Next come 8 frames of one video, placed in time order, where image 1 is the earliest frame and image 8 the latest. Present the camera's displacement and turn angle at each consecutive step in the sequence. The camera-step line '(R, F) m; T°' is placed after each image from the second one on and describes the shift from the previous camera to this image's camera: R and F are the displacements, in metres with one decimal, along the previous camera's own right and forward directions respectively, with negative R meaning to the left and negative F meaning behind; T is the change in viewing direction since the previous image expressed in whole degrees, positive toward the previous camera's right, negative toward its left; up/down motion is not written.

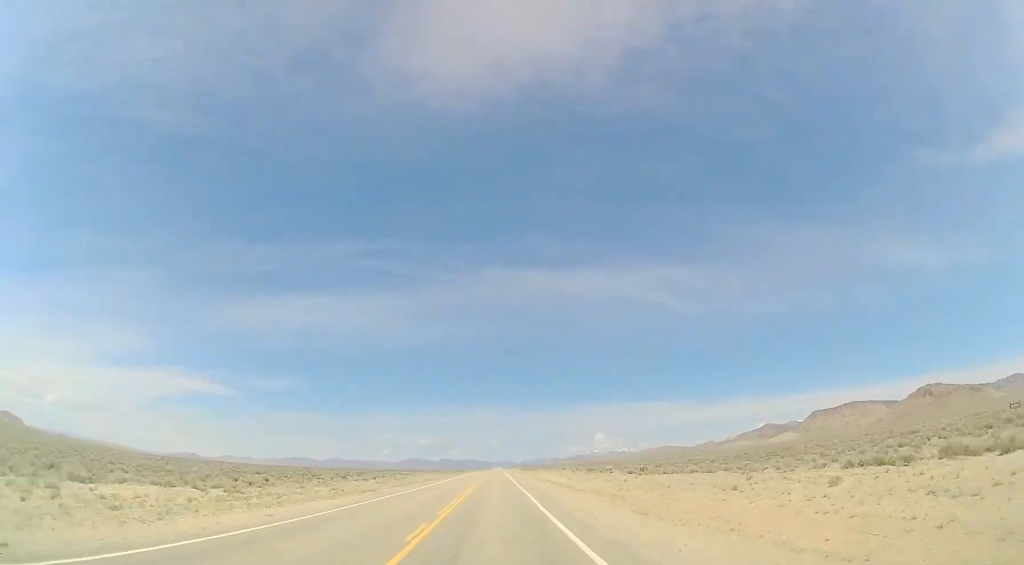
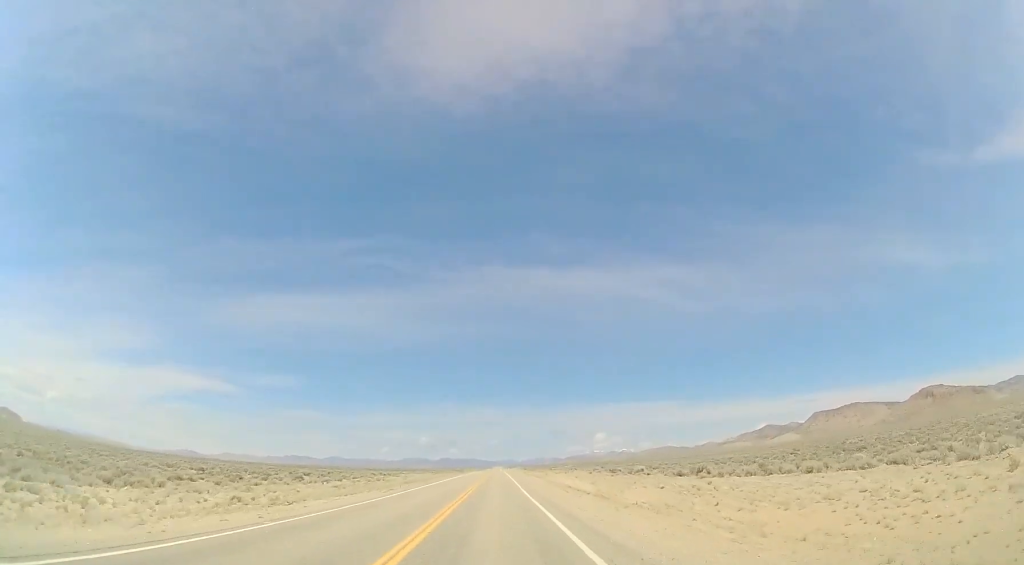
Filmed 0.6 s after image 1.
(+0.1, +17.7) m; 0°
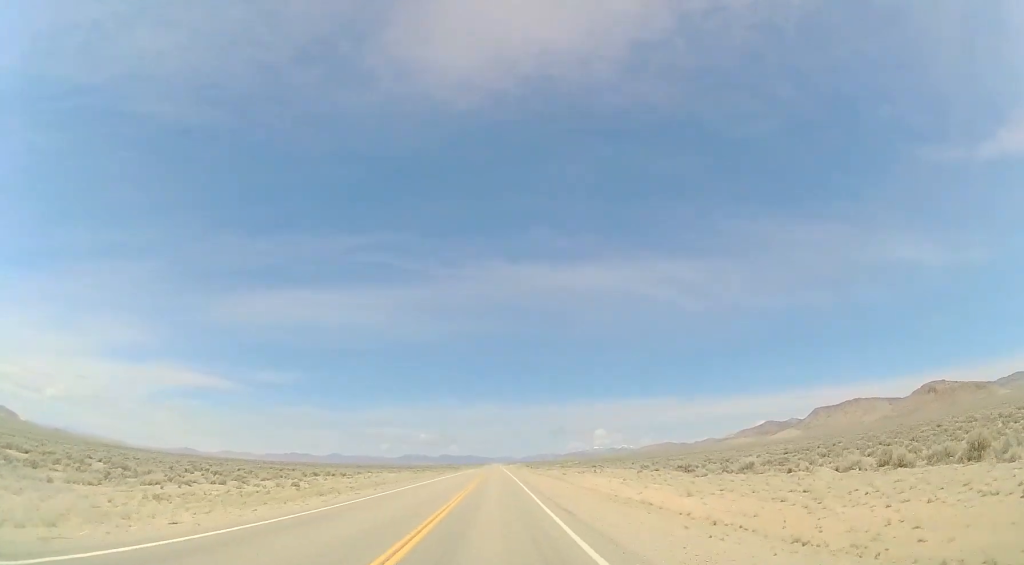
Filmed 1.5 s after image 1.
(0.0, +26.6) m; +1°
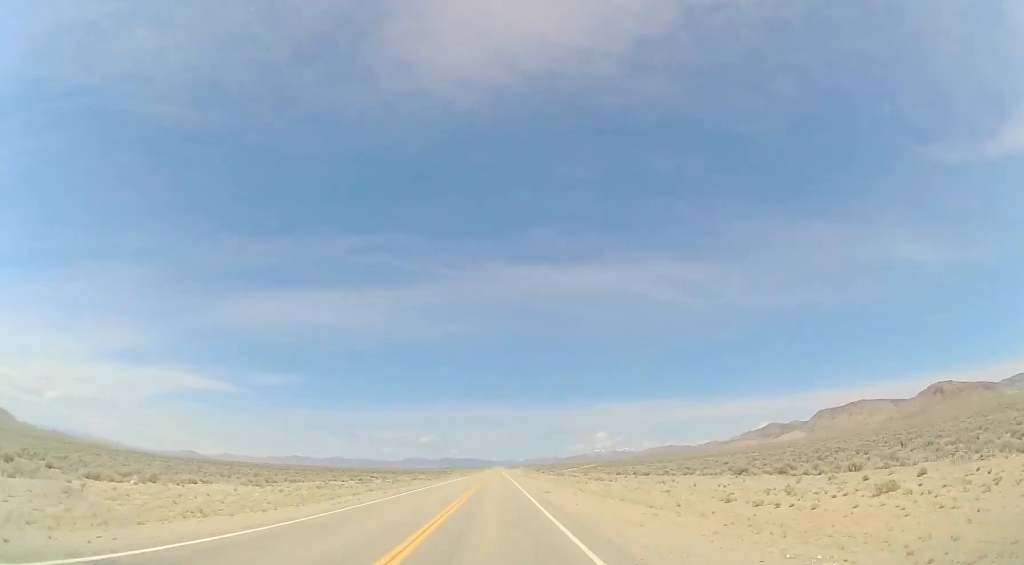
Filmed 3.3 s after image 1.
(+0.4, +53.1) m; 0°
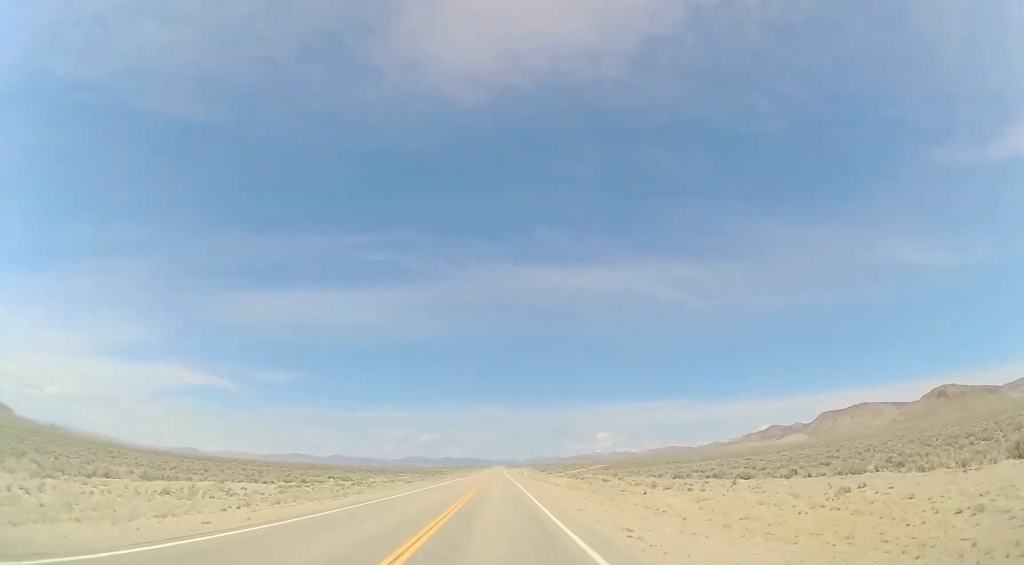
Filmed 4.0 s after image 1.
(-0.3, +21.5) m; 0°
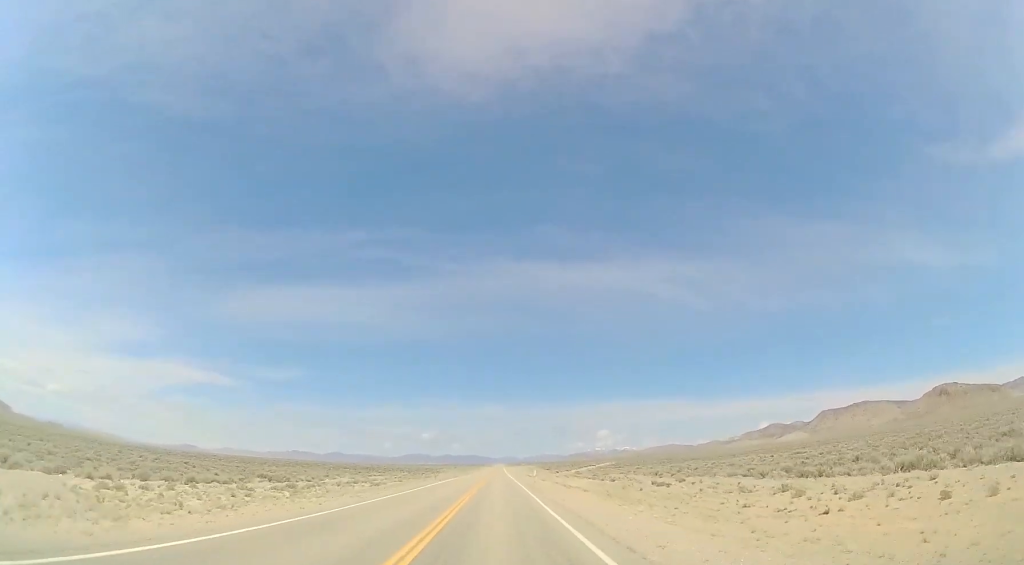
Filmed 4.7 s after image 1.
(+0.3, +19.6) m; 0°
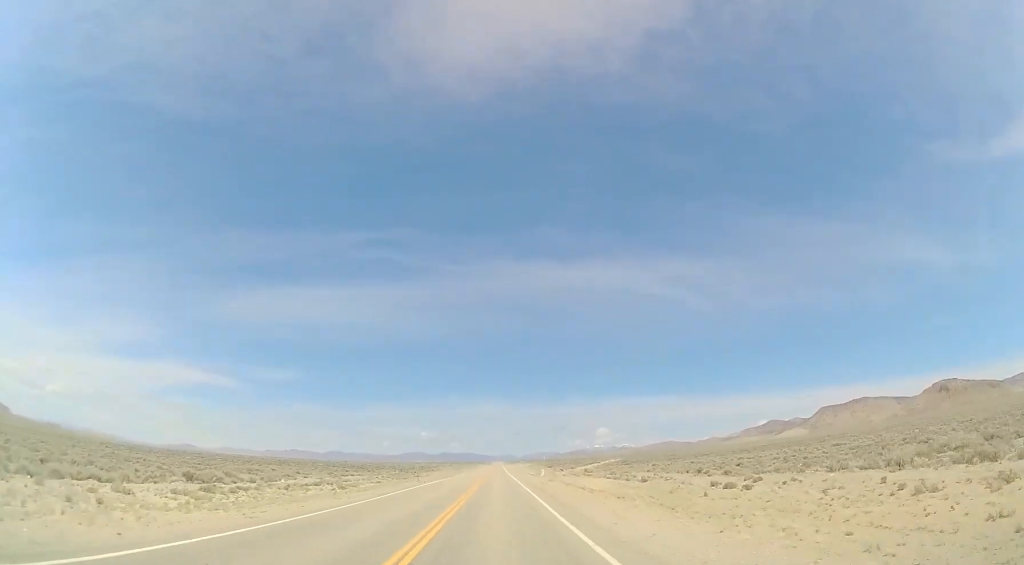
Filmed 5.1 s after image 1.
(0.0, +11.7) m; 0°
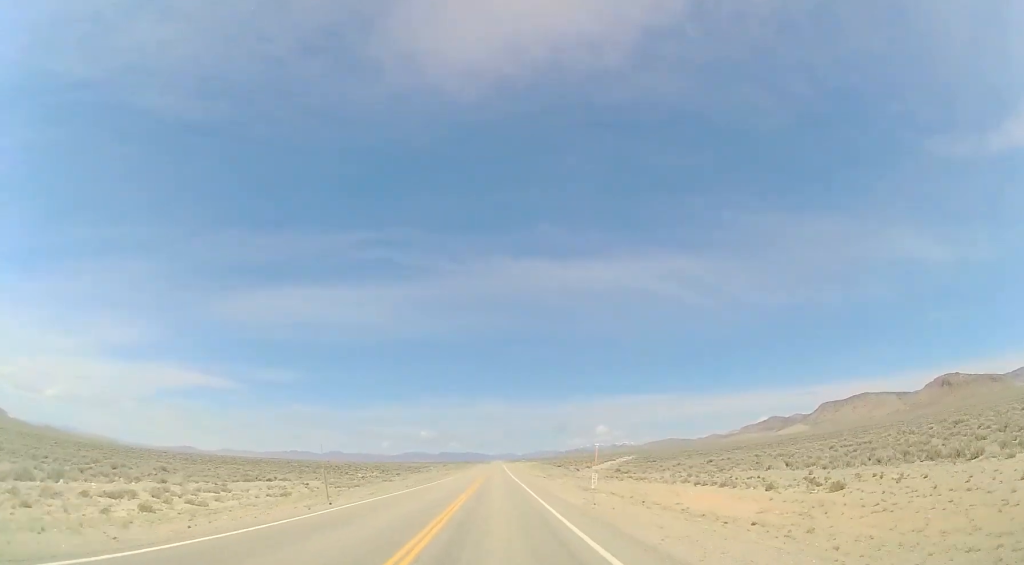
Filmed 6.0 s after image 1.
(-0.4, +25.3) m; -1°
